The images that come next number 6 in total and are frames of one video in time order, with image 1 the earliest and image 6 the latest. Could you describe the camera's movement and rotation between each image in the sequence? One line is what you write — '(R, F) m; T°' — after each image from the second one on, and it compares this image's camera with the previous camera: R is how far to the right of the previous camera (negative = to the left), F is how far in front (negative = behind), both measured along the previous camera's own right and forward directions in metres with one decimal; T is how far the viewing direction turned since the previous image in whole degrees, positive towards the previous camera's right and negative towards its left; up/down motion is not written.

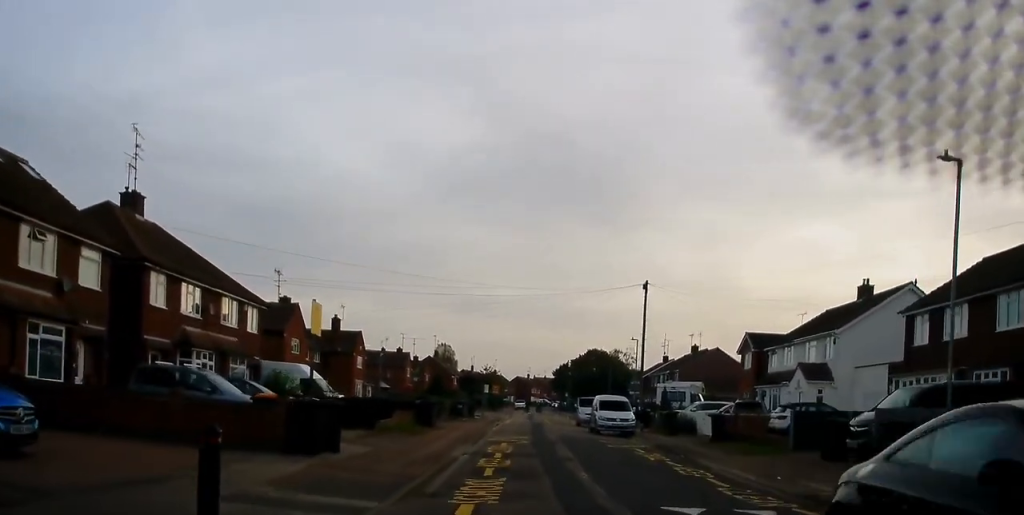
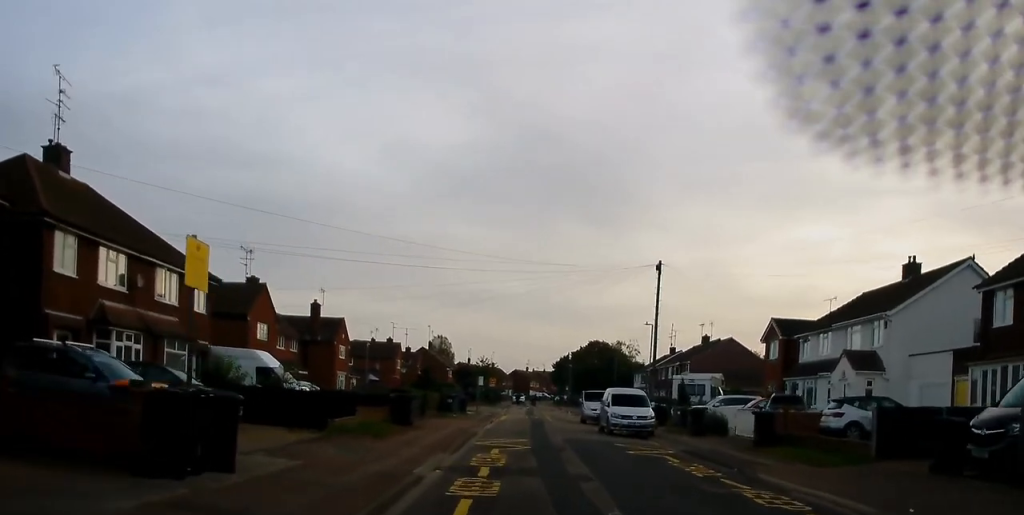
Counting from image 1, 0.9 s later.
(+0.2, +5.7) m; 0°
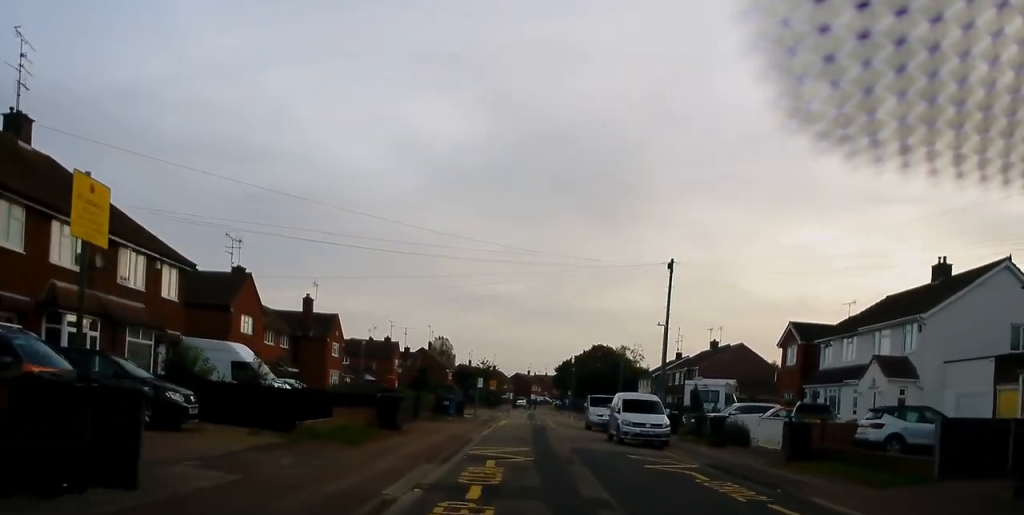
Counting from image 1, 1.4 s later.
(-0.1, +2.8) m; -2°
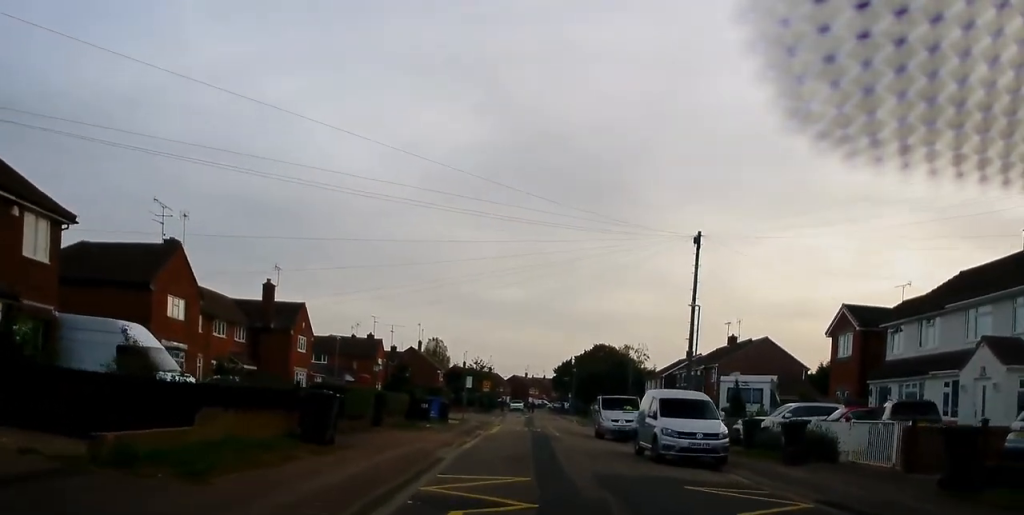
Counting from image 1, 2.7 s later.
(-0.4, +8.0) m; -2°
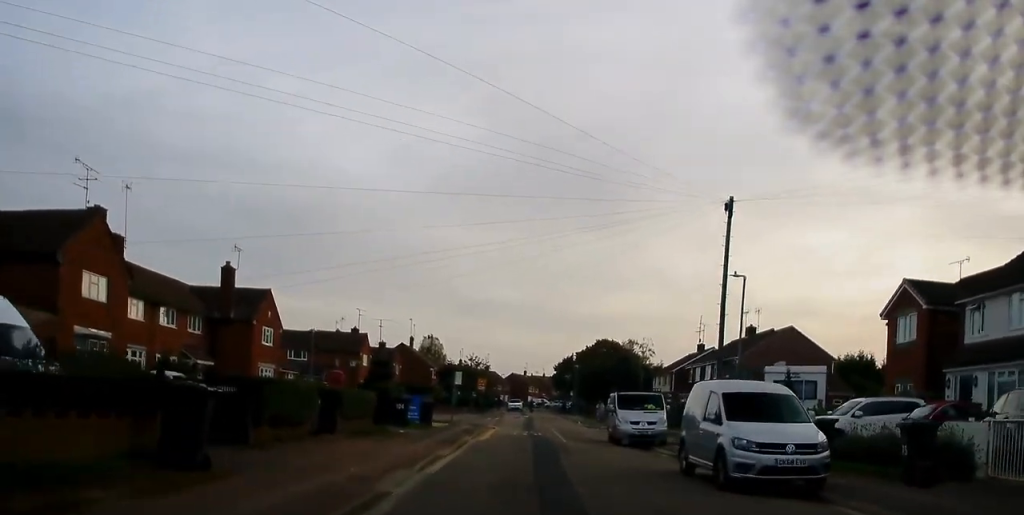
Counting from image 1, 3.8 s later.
(+0.1, +6.4) m; +6°
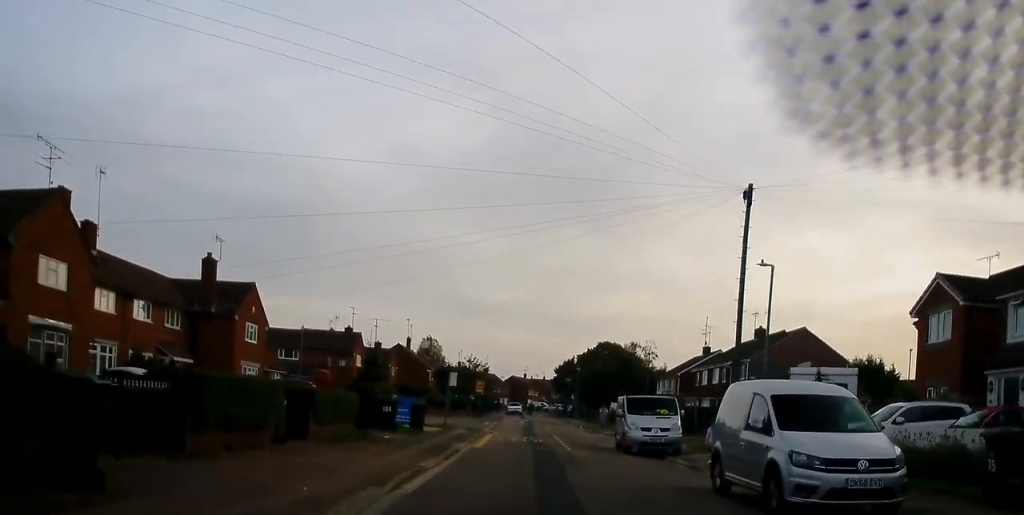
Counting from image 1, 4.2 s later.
(+0.1, +2.6) m; +1°
